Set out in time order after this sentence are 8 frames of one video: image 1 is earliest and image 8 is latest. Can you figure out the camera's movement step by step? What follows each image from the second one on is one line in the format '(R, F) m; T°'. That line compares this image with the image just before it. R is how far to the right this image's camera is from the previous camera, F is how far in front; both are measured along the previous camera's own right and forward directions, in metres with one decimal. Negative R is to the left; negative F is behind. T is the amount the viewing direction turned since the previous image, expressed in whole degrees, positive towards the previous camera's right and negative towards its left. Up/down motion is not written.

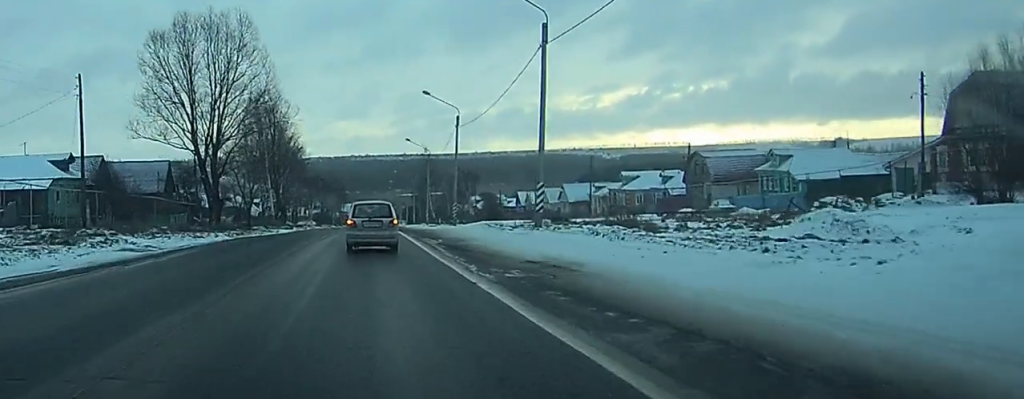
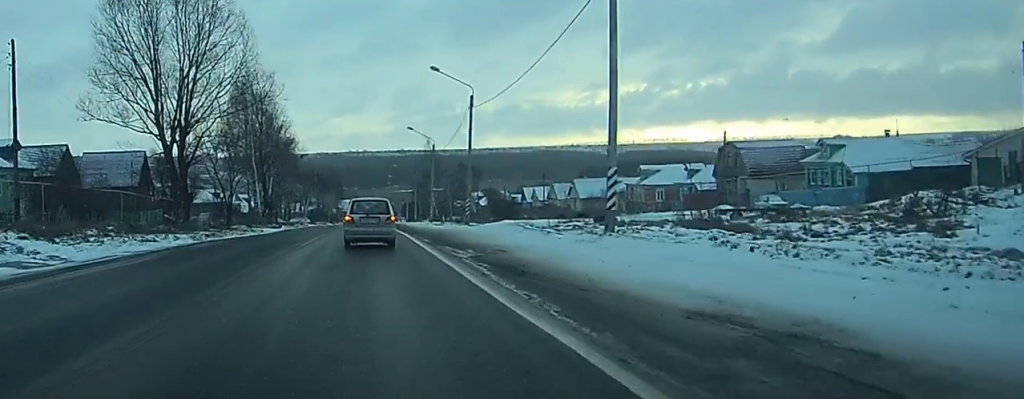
(0.0, +10.5) m; 0°
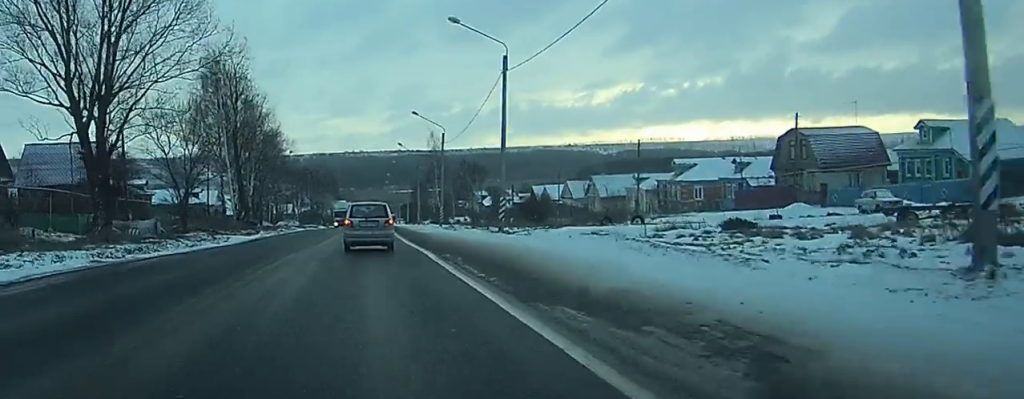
(0.0, +15.8) m; +2°
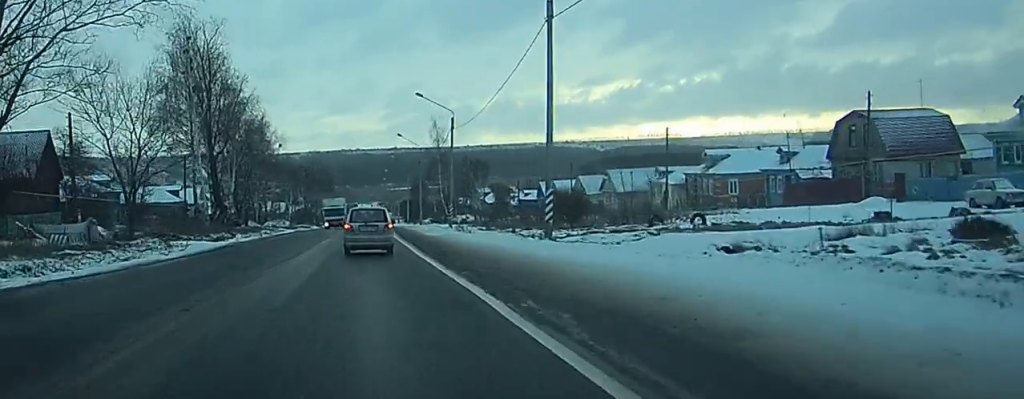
(+0.2, +11.7) m; 0°
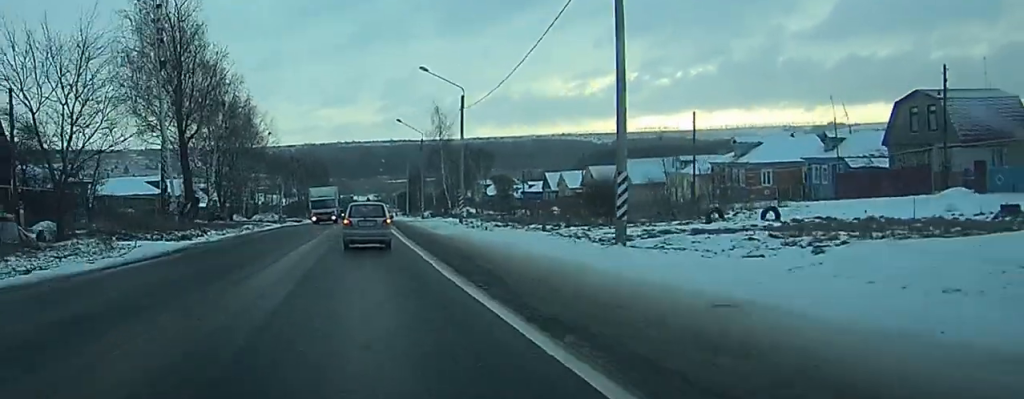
(+0.7, +9.3) m; -1°
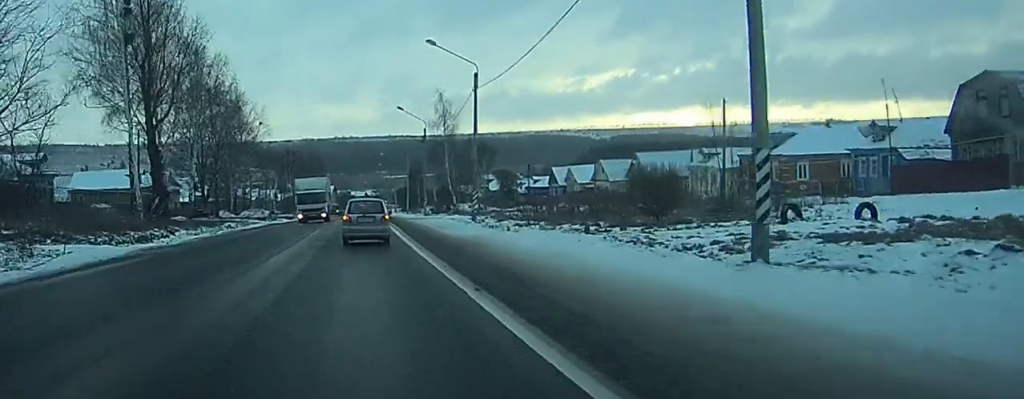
(-0.4, +8.1) m; -1°
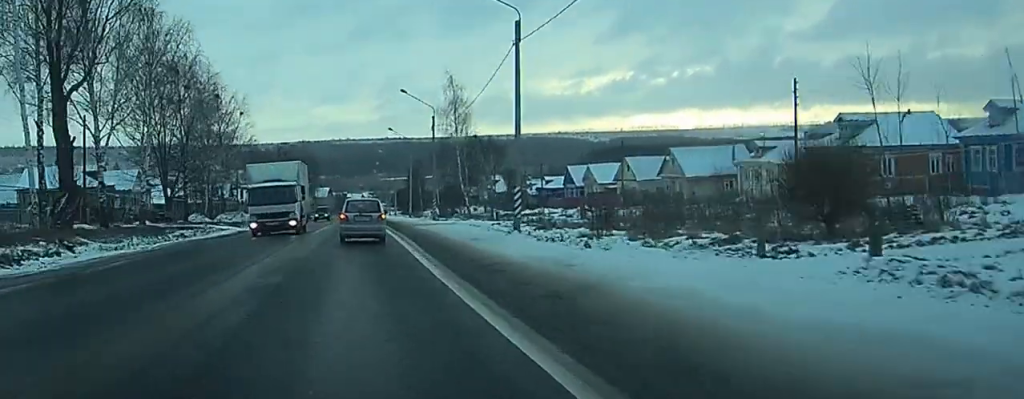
(-0.9, +14.4) m; -2°
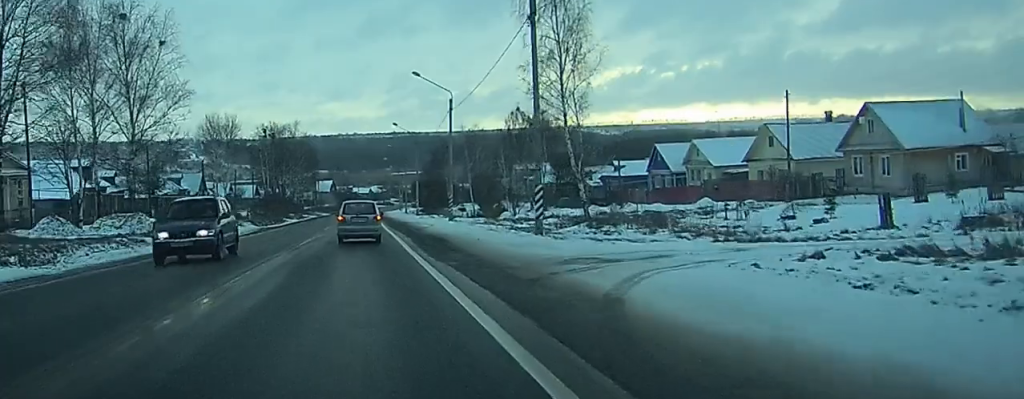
(+1.3, +40.0) m; +2°
